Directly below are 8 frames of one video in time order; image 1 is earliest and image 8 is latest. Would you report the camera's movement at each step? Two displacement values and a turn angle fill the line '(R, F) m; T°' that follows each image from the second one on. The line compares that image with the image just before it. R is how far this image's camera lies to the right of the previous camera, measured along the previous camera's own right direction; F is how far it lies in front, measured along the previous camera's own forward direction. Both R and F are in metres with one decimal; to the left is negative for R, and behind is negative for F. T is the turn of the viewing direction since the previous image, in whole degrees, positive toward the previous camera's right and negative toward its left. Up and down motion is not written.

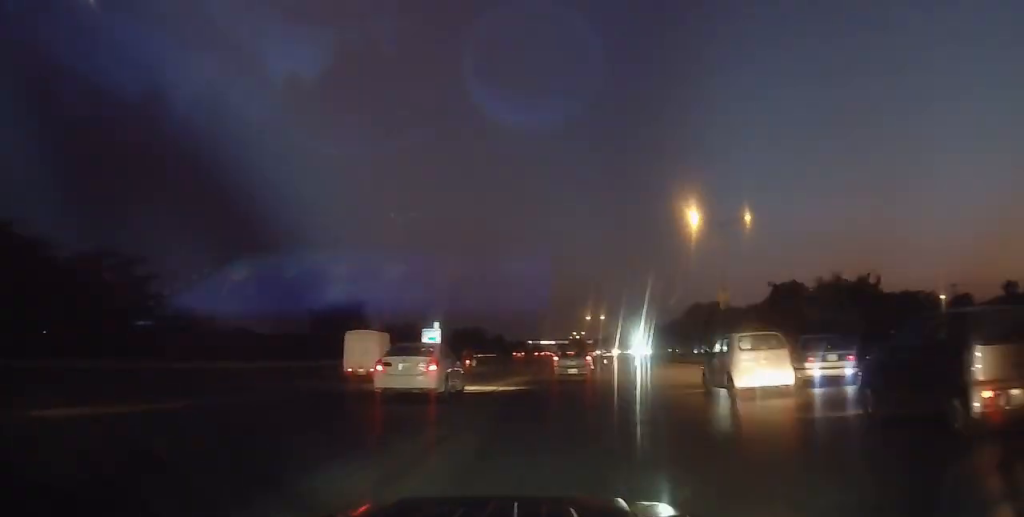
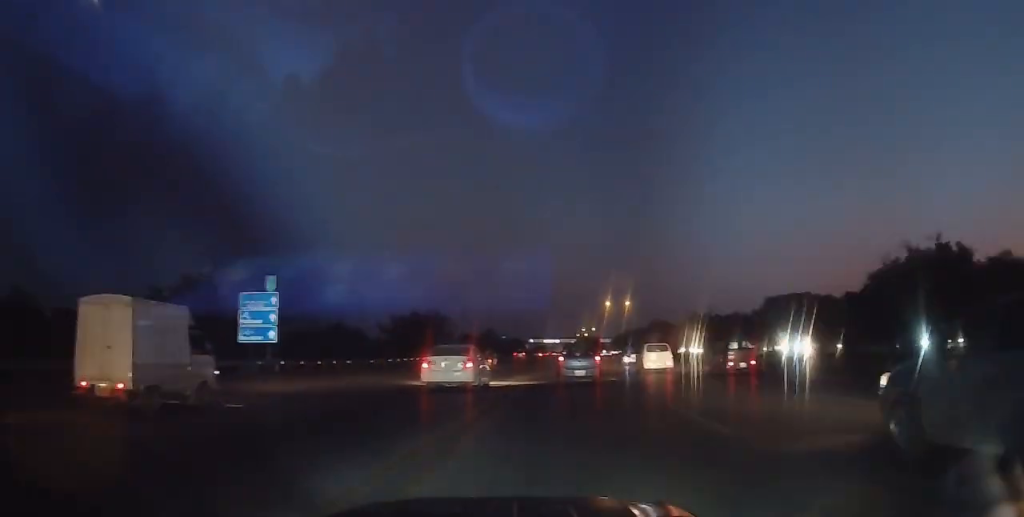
(0.0, +54.8) m; 0°
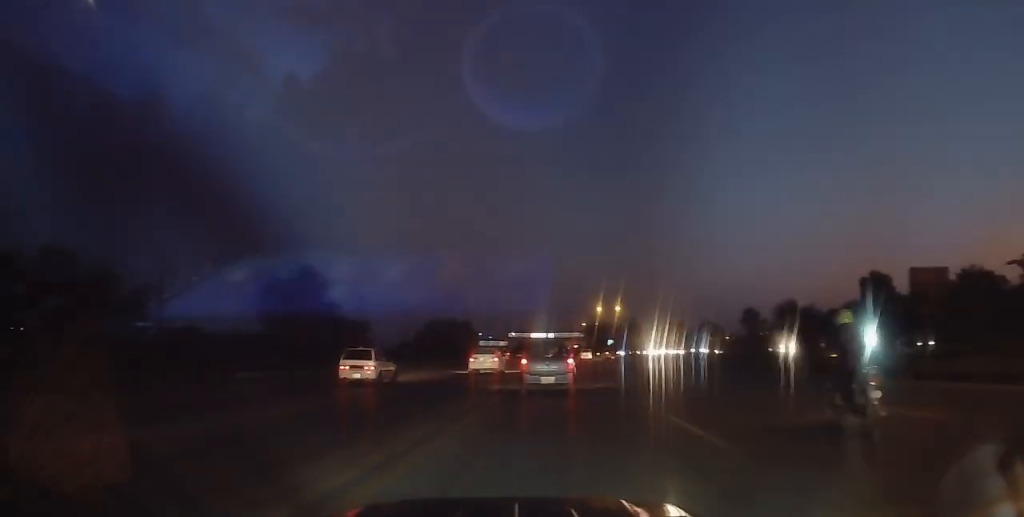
(+0.4, +131.3) m; 0°
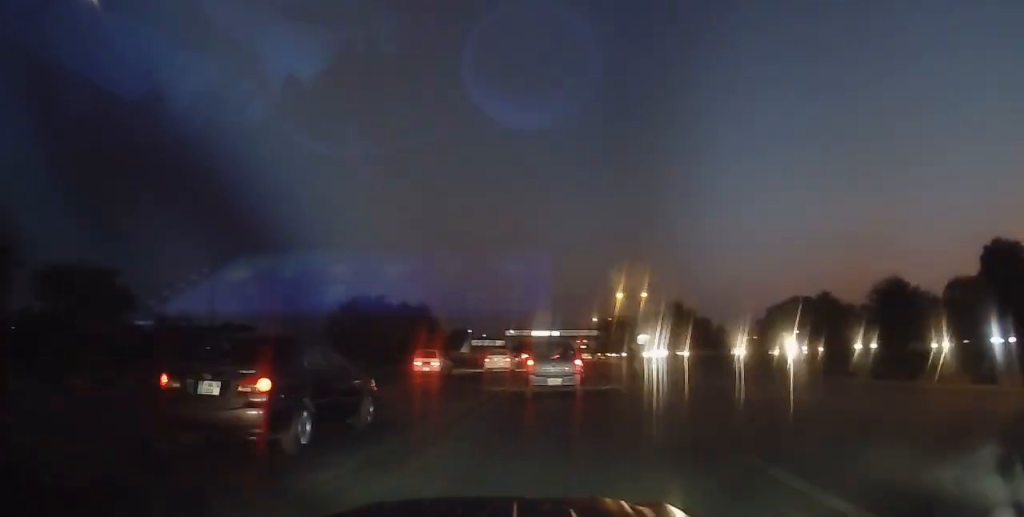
(+0.1, +38.2) m; 0°
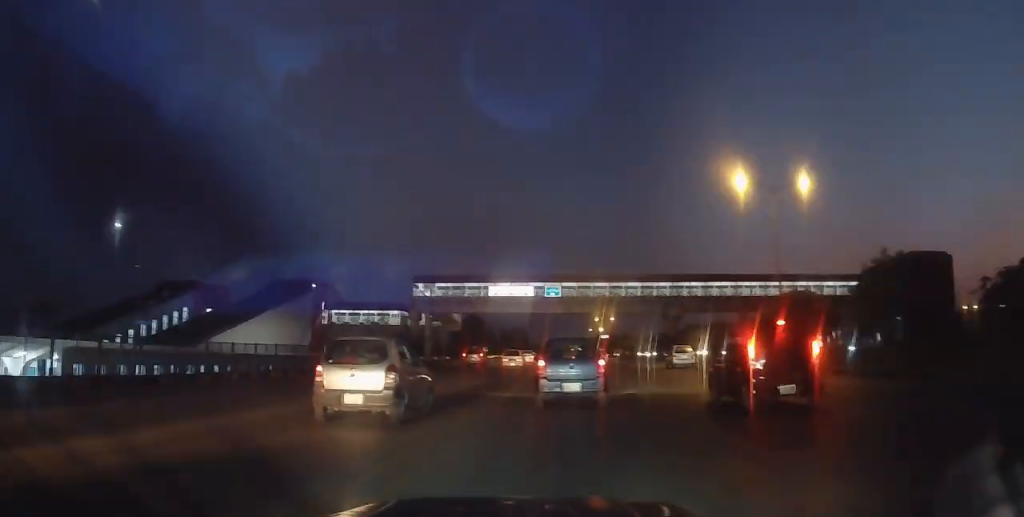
(-0.7, +144.6) m; 0°
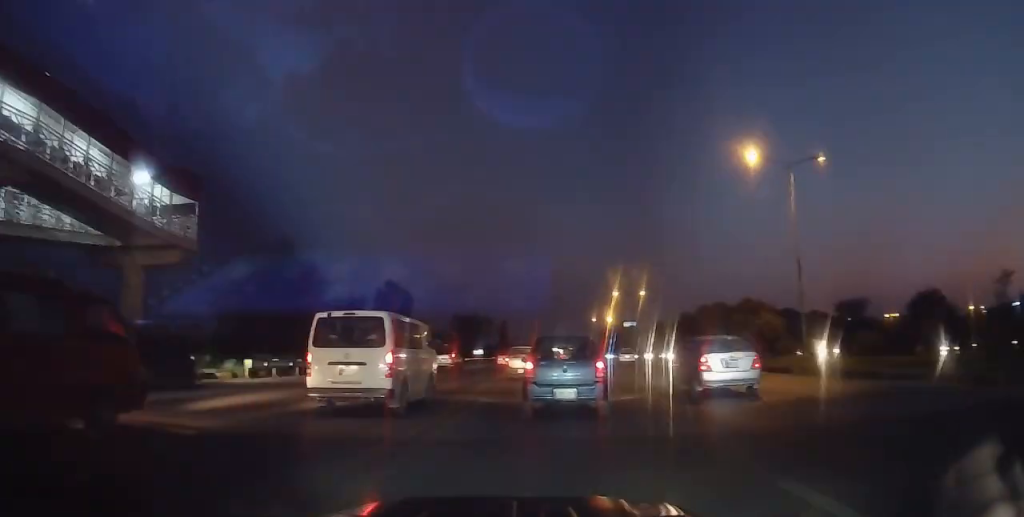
(+0.1, +76.3) m; 0°
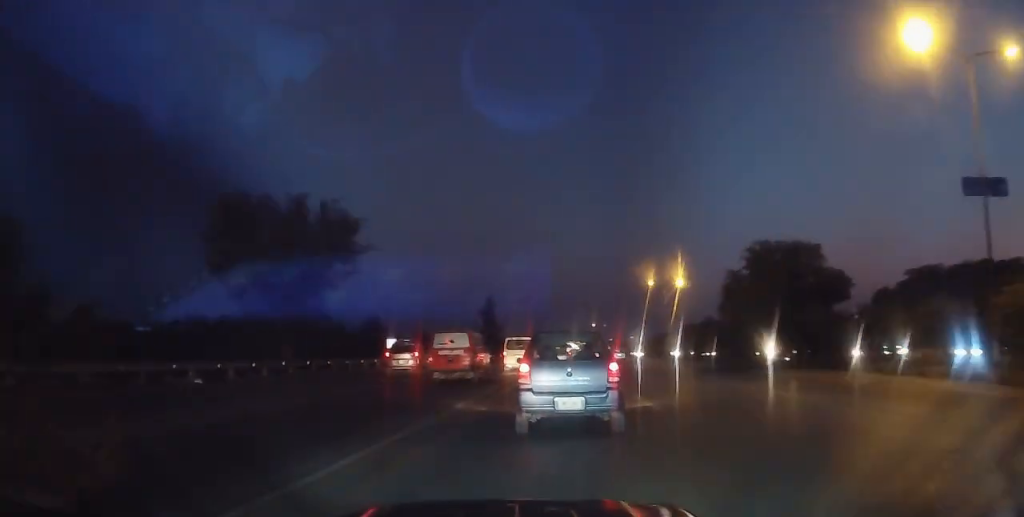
(+0.3, +84.4) m; 0°
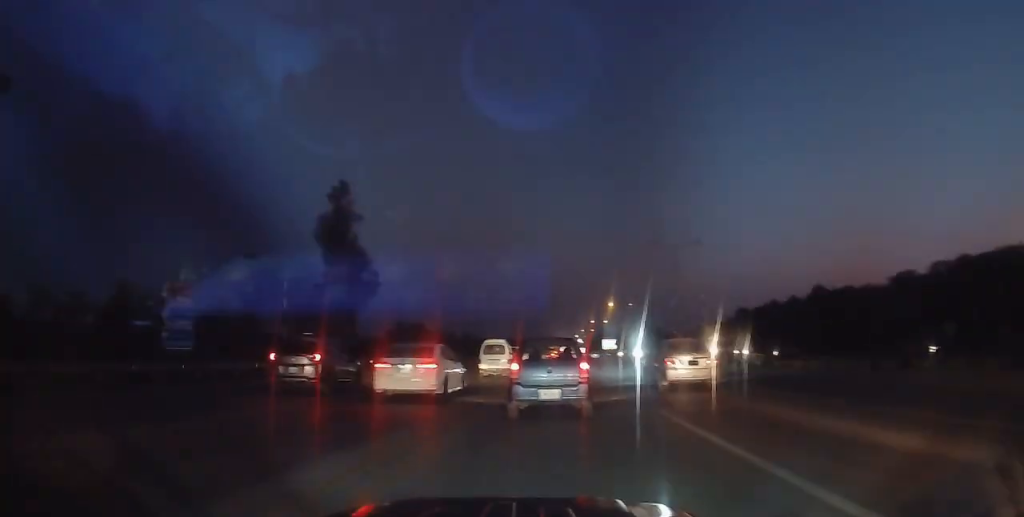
(-0.1, +96.9) m; 0°
